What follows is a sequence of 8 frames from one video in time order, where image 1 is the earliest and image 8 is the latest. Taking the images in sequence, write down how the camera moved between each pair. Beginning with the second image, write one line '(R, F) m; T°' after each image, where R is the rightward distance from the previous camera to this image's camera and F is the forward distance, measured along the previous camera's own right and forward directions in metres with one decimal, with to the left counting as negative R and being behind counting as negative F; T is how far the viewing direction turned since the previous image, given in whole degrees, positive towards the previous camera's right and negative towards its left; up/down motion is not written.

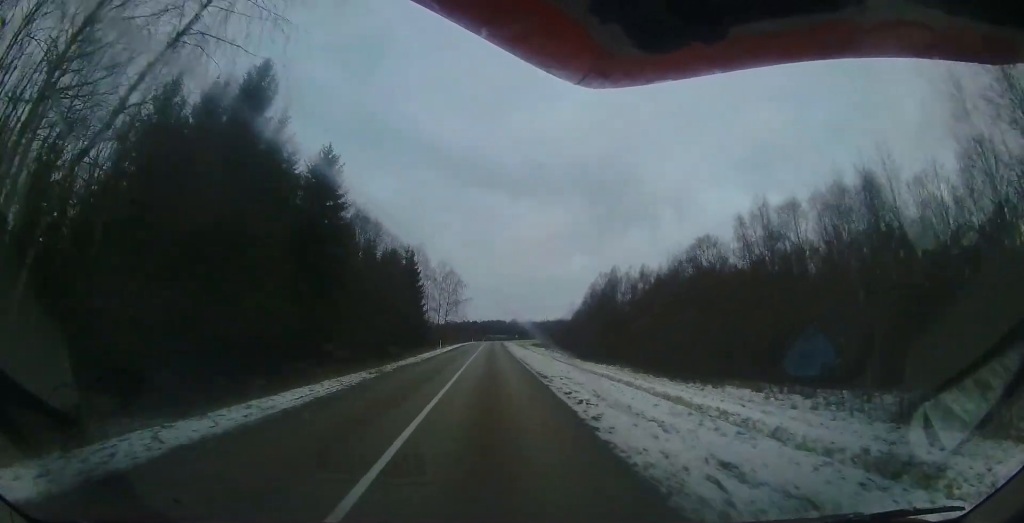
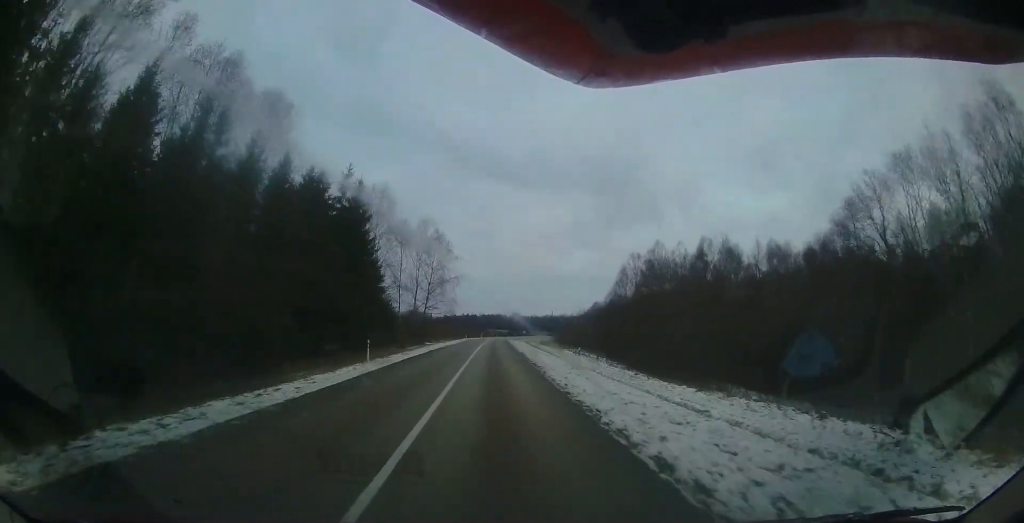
(-0.7, +23.9) m; -2°
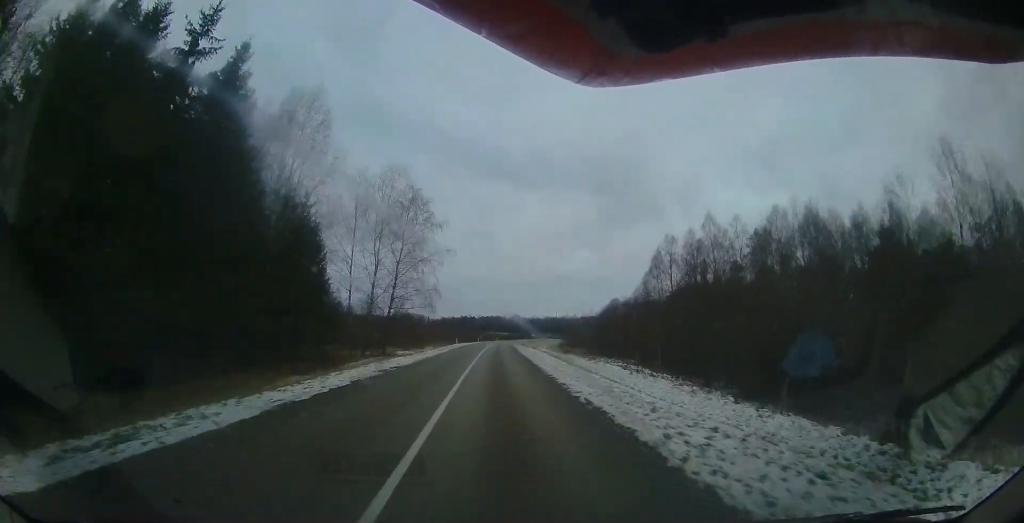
(-0.2, +17.8) m; 0°
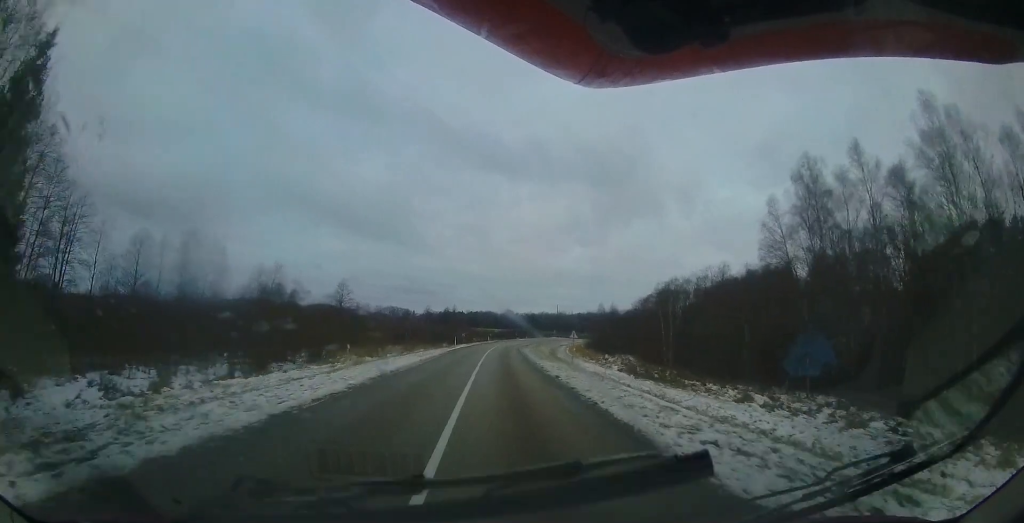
(+0.6, +35.7) m; +3°
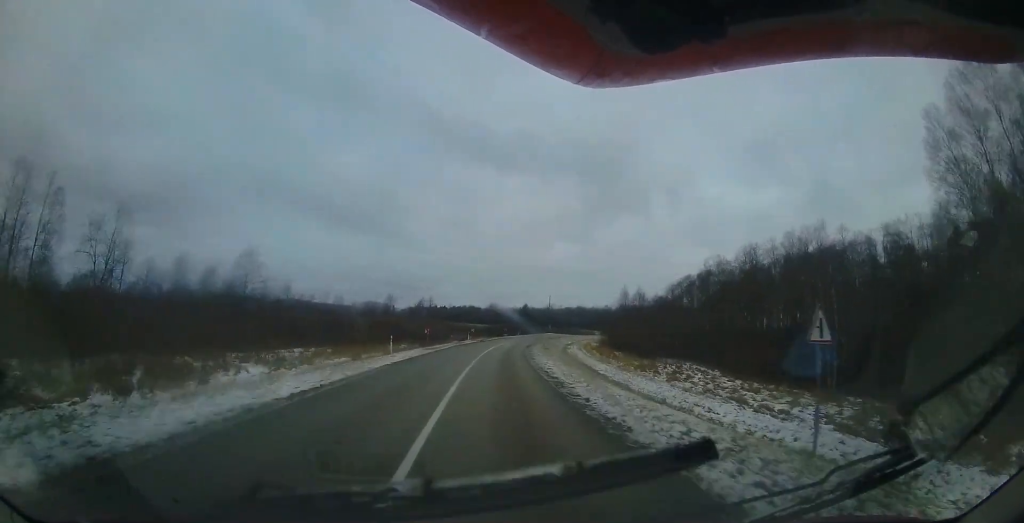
(+0.8, +22.7) m; +5°
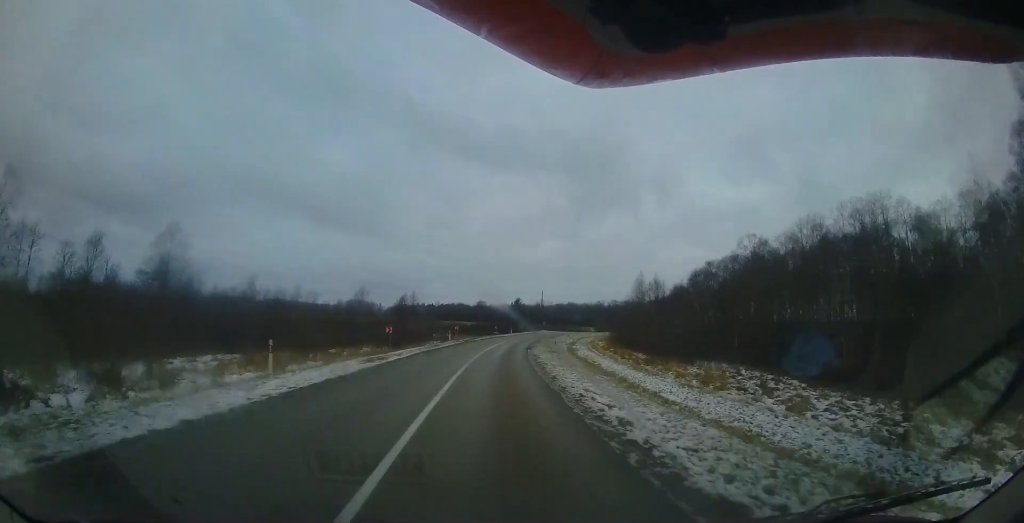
(+0.5, +10.5) m; +2°
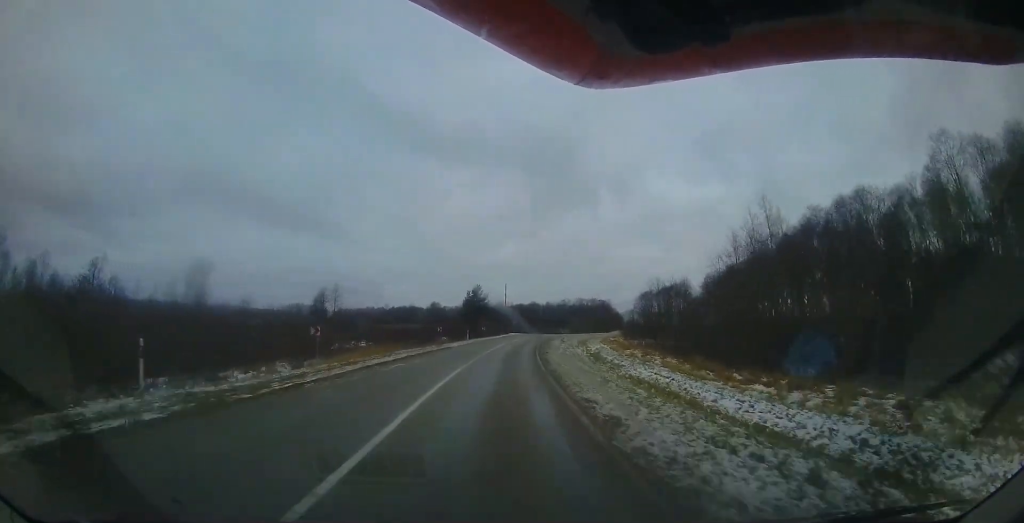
(+0.4, +30.6) m; +2°
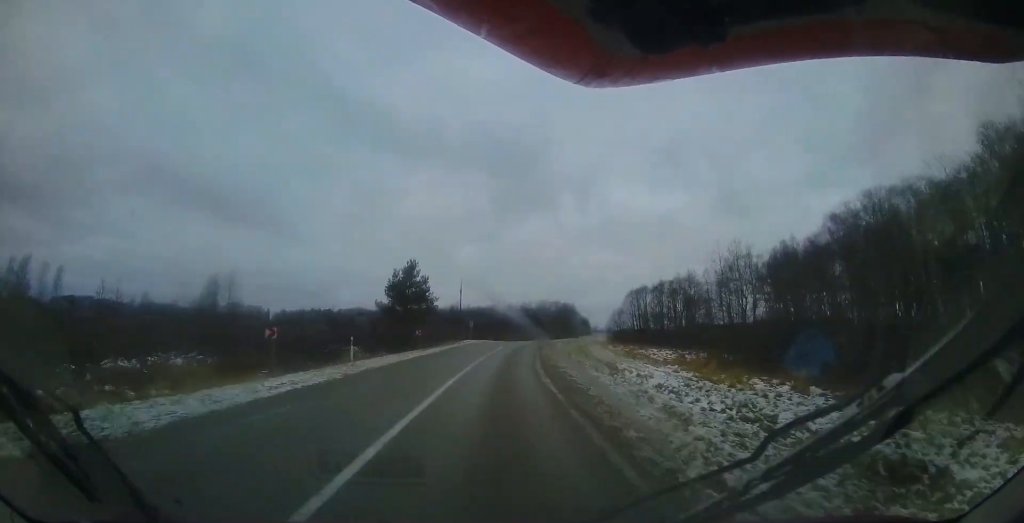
(+0.9, +23.8) m; +6°
